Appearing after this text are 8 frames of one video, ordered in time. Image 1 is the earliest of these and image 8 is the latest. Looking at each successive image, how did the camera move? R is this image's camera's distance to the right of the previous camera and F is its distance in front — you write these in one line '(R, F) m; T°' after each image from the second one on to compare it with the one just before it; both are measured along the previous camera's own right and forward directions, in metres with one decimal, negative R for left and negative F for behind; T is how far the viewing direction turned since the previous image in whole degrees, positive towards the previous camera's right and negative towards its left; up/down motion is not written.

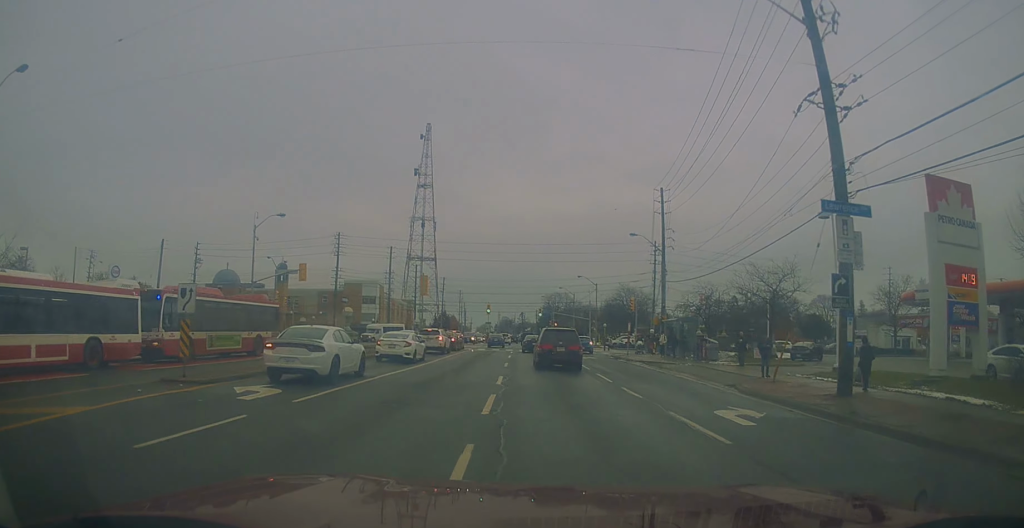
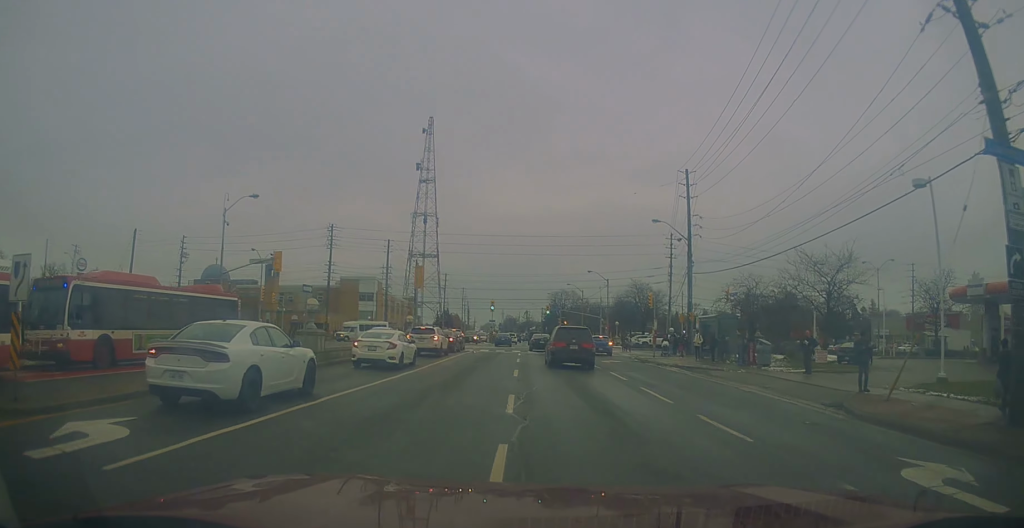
(-0.1, +6.4) m; -1°
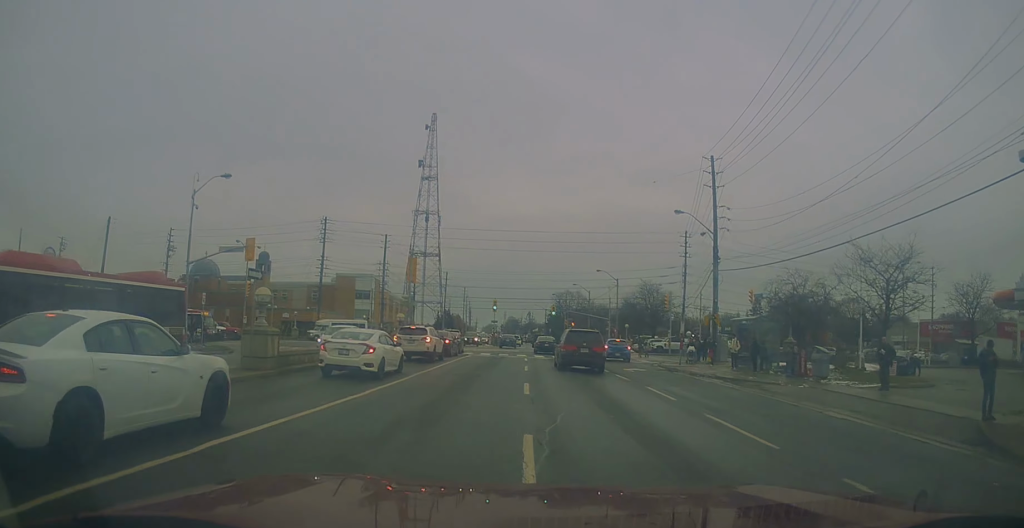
(0.0, +5.3) m; 0°
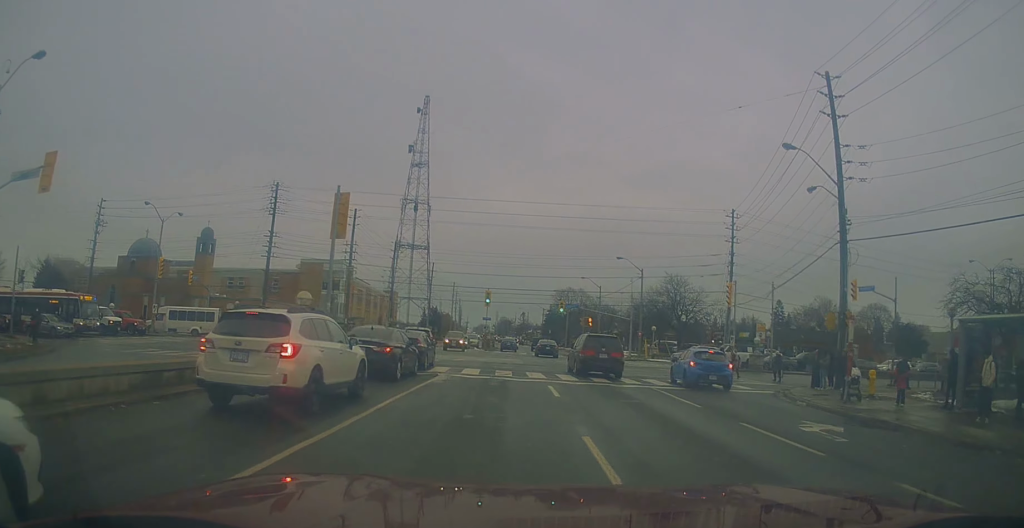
(+0.1, +18.0) m; +2°
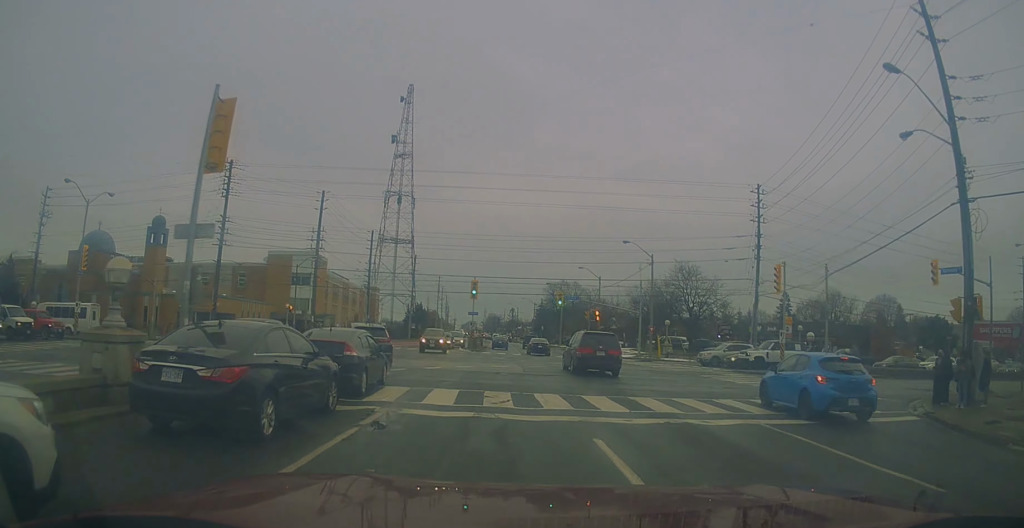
(+0.2, +9.4) m; +1°
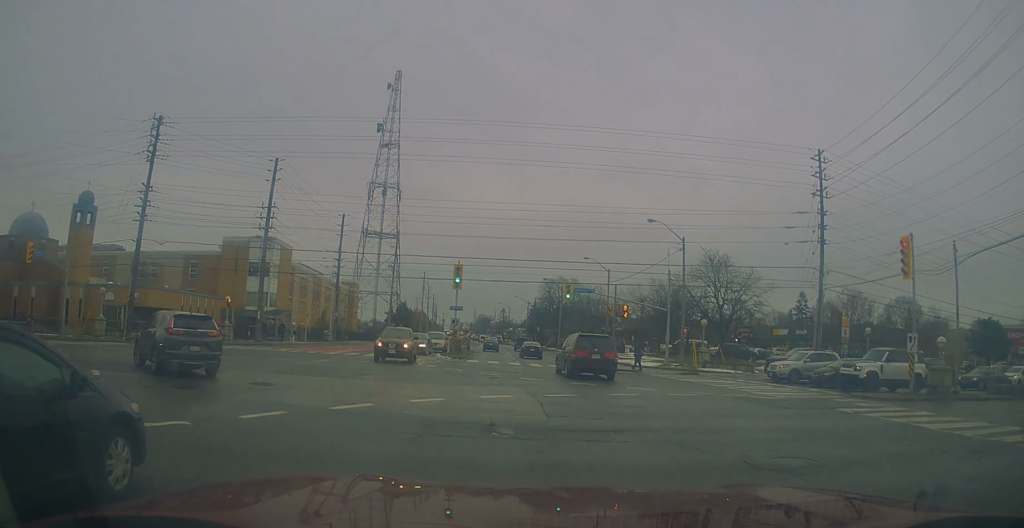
(+0.1, +12.6) m; -1°
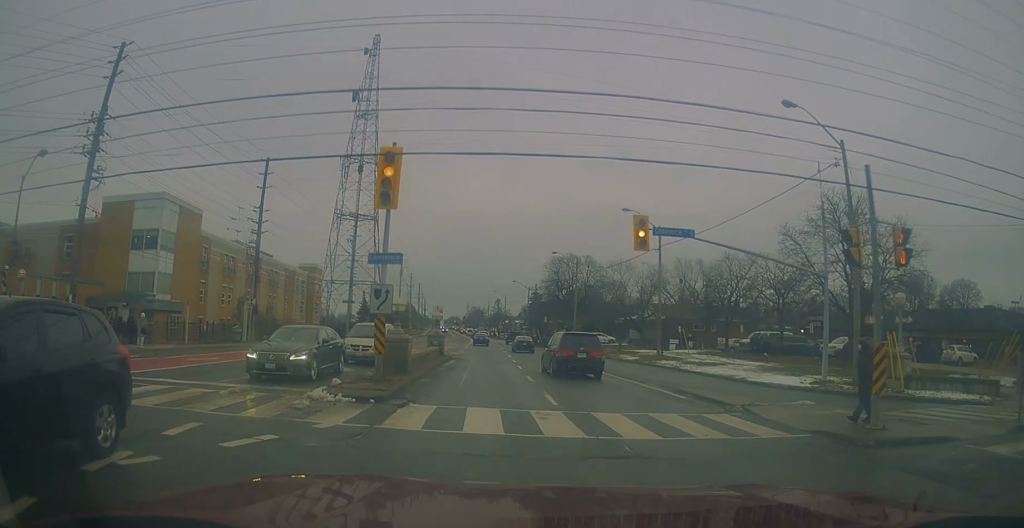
(-0.1, +24.4) m; +1°
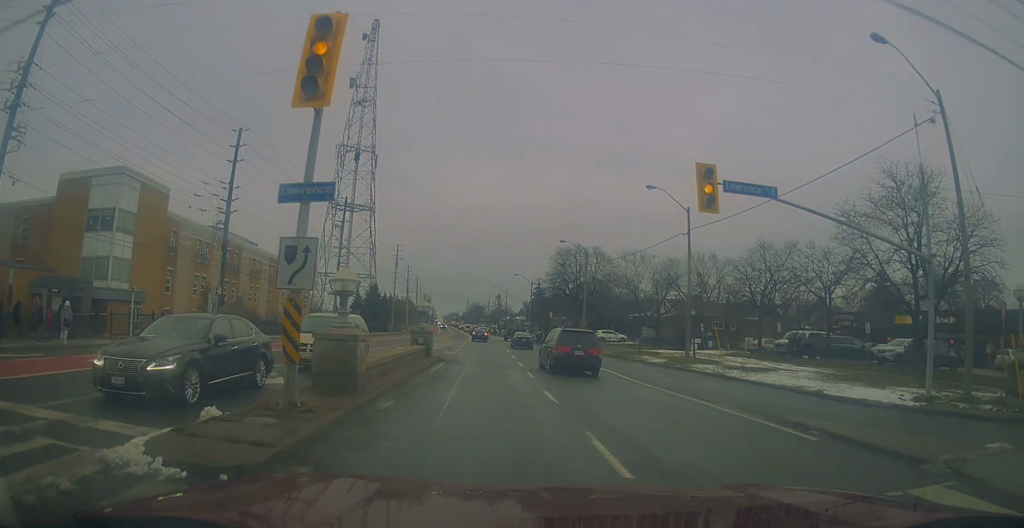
(+0.1, +6.8) m; +1°
